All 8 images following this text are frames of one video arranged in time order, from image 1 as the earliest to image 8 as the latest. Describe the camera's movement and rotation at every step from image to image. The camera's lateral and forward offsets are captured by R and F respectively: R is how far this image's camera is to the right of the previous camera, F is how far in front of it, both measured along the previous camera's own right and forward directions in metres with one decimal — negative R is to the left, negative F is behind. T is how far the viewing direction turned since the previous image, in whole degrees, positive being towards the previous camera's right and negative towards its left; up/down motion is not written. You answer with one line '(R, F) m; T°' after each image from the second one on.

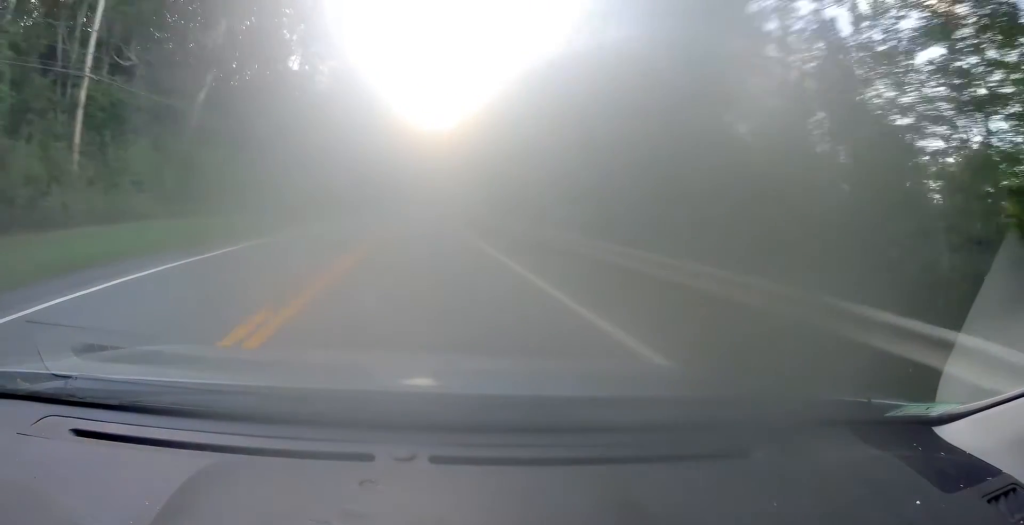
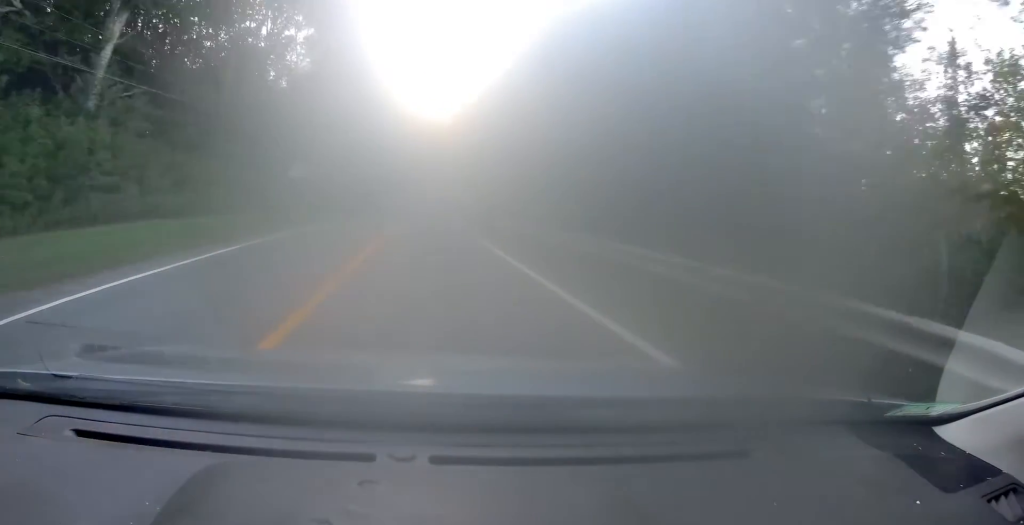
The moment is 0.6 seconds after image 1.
(-0.3, +14.7) m; 0°
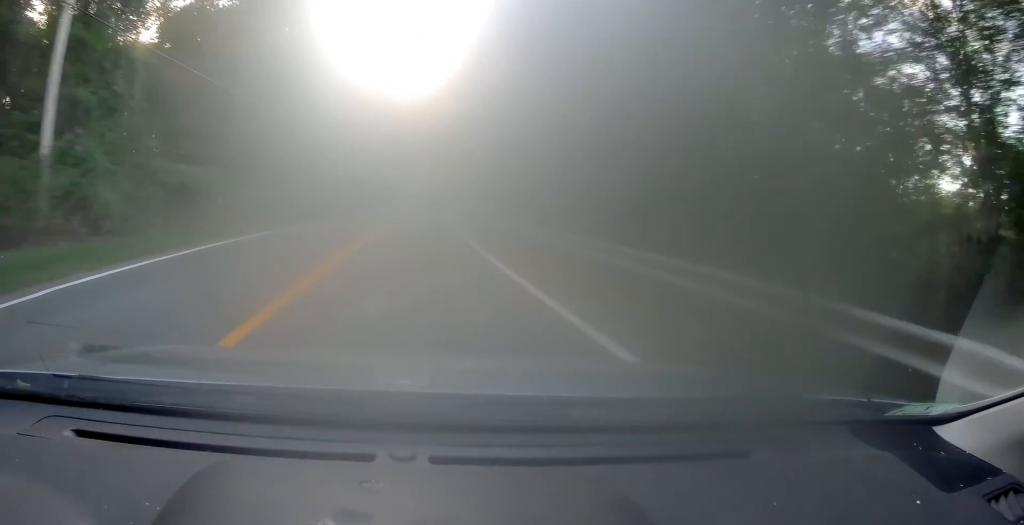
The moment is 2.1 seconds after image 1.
(+0.9, +35.8) m; +3°
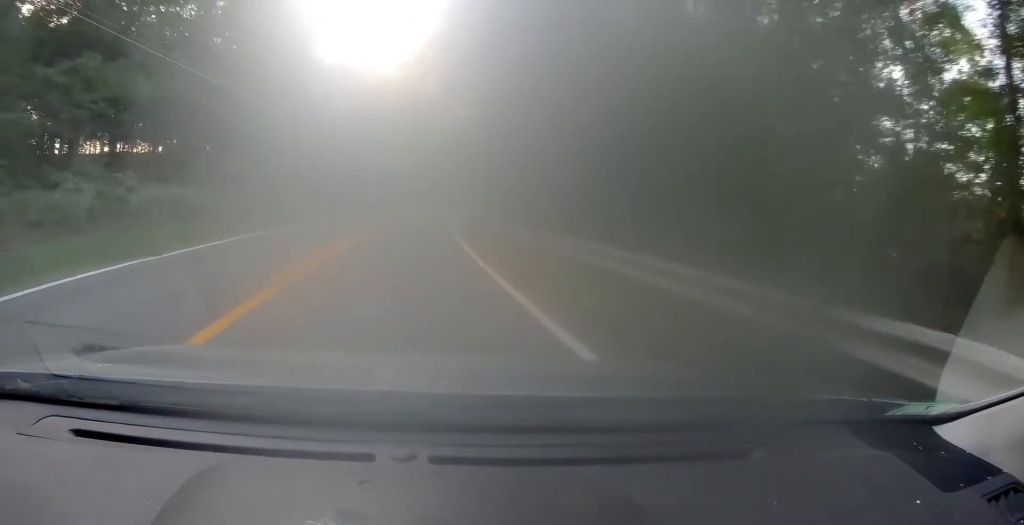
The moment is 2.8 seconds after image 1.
(+0.1, +17.0) m; +1°
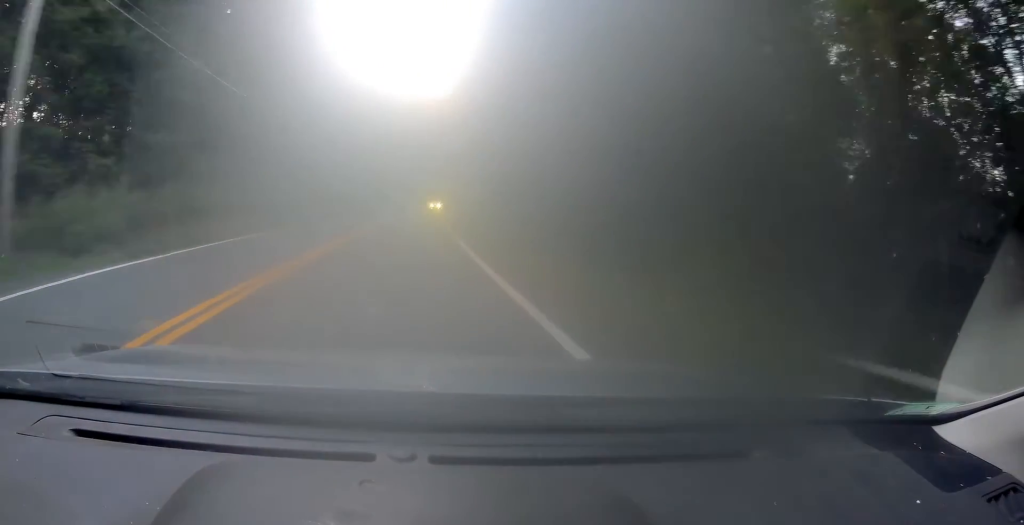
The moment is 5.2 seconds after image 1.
(+3.1, +57.8) m; +7°
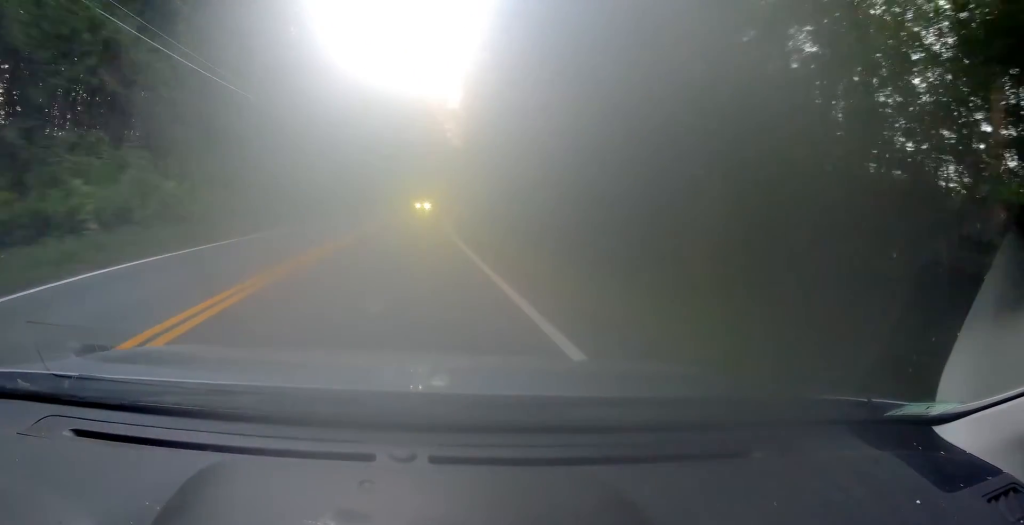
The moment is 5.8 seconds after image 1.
(+0.2, +13.2) m; +1°
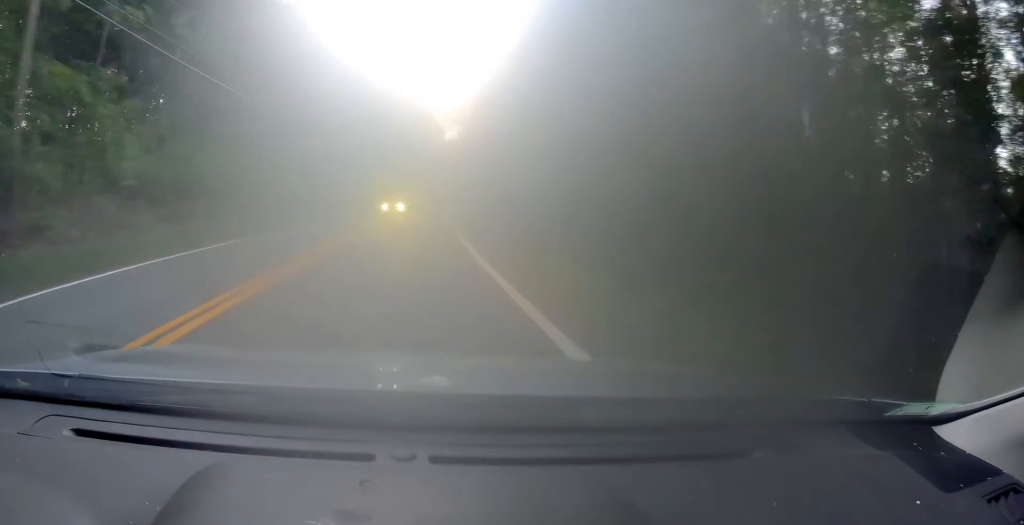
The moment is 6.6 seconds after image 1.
(+0.3, +18.8) m; +1°
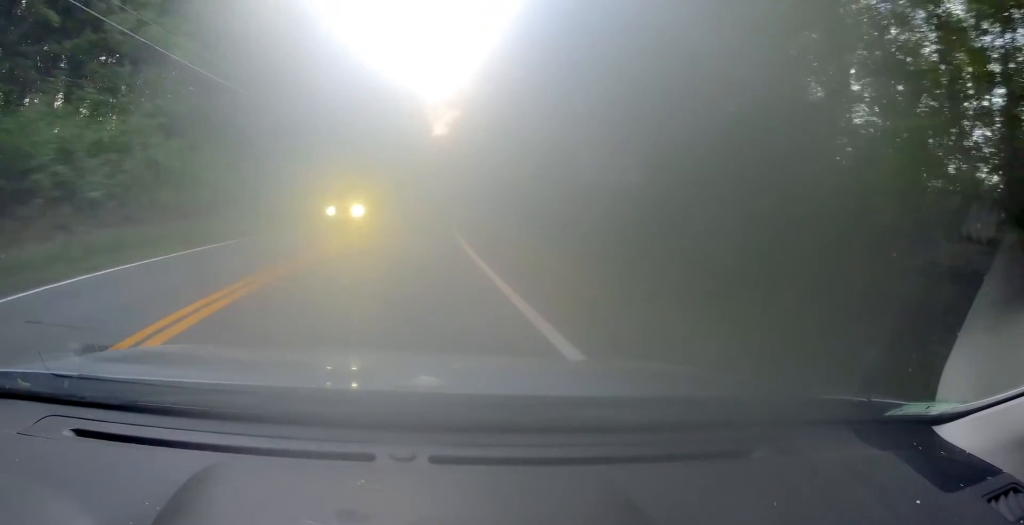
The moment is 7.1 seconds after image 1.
(+0.1, +12.5) m; +1°
